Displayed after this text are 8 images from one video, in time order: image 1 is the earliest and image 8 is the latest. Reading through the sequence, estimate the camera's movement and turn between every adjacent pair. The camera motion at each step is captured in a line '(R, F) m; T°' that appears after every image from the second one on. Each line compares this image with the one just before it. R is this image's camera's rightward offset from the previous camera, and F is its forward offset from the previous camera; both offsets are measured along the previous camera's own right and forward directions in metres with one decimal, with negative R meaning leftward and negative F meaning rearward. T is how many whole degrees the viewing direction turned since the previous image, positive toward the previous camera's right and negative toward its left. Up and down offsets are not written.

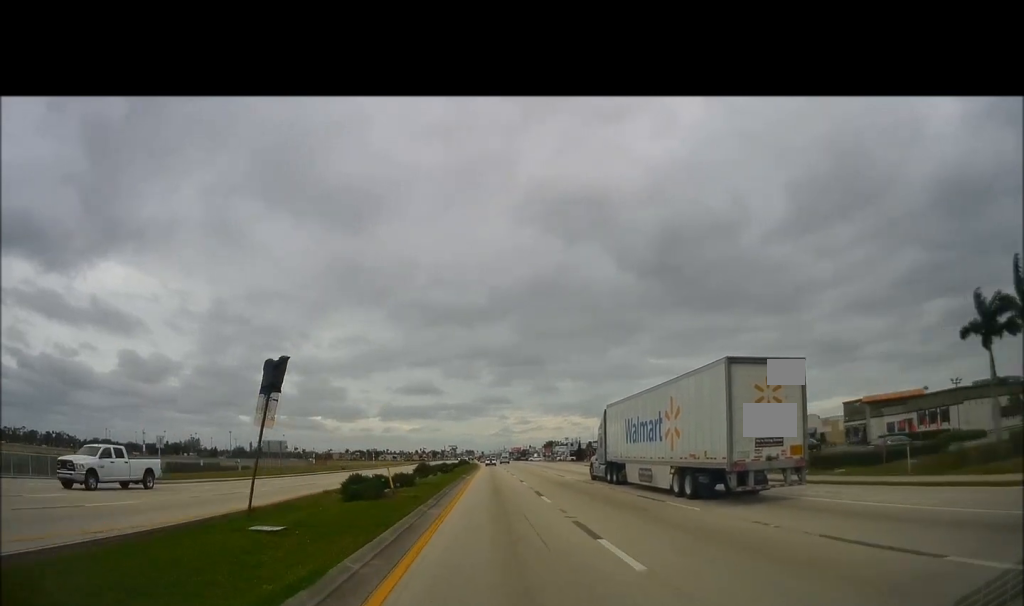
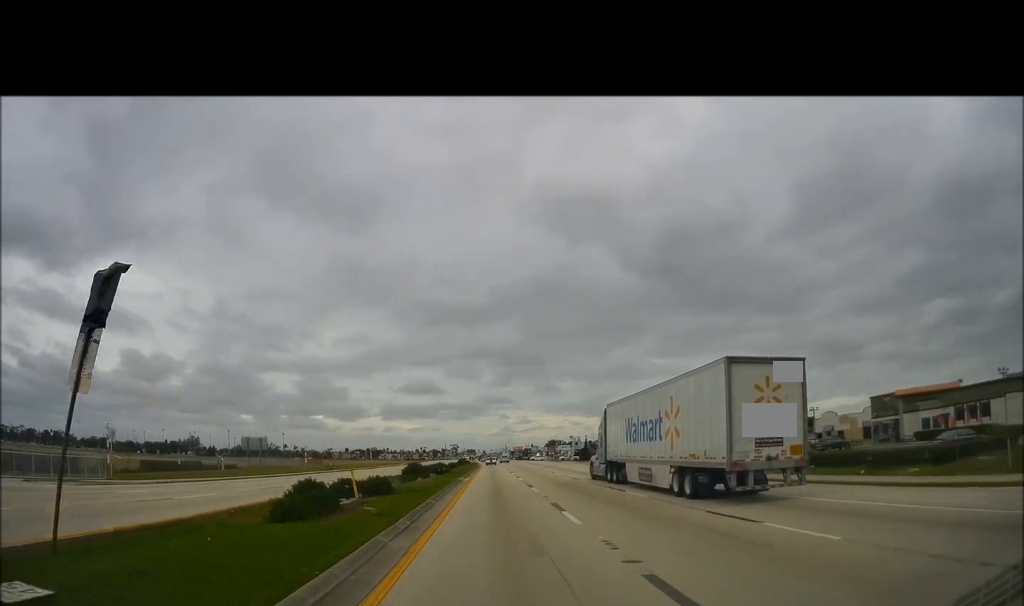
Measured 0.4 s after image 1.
(0.0, +6.6) m; 0°
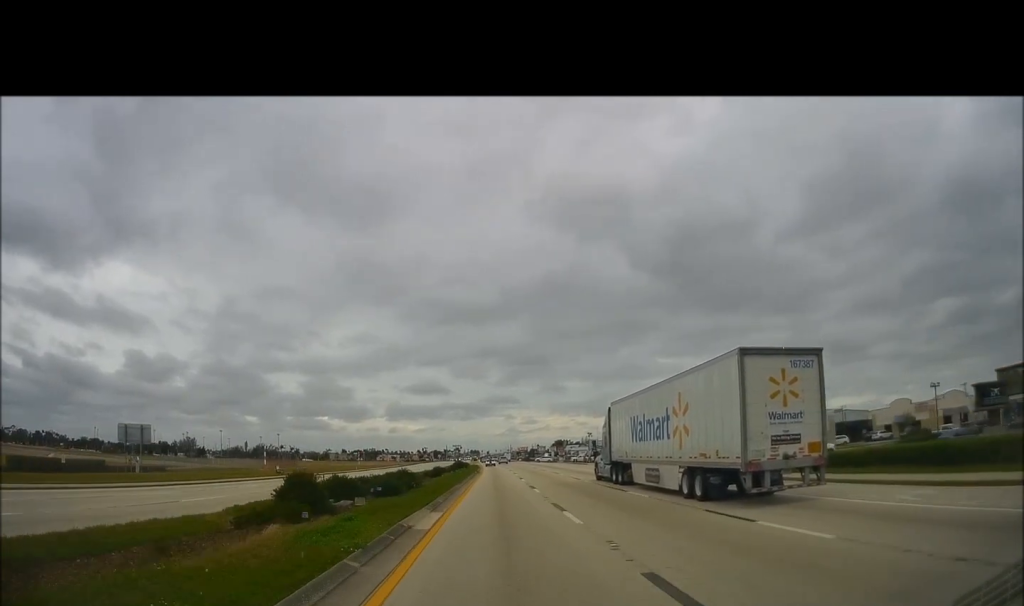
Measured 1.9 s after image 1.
(+0.5, +23.4) m; +2°
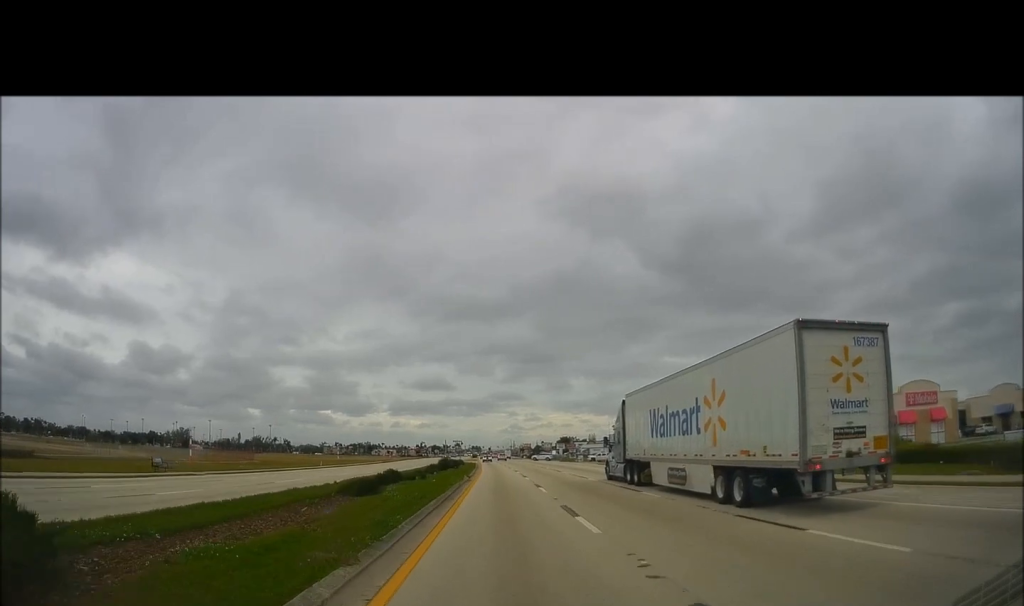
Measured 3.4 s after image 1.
(-0.3, +25.6) m; -2°
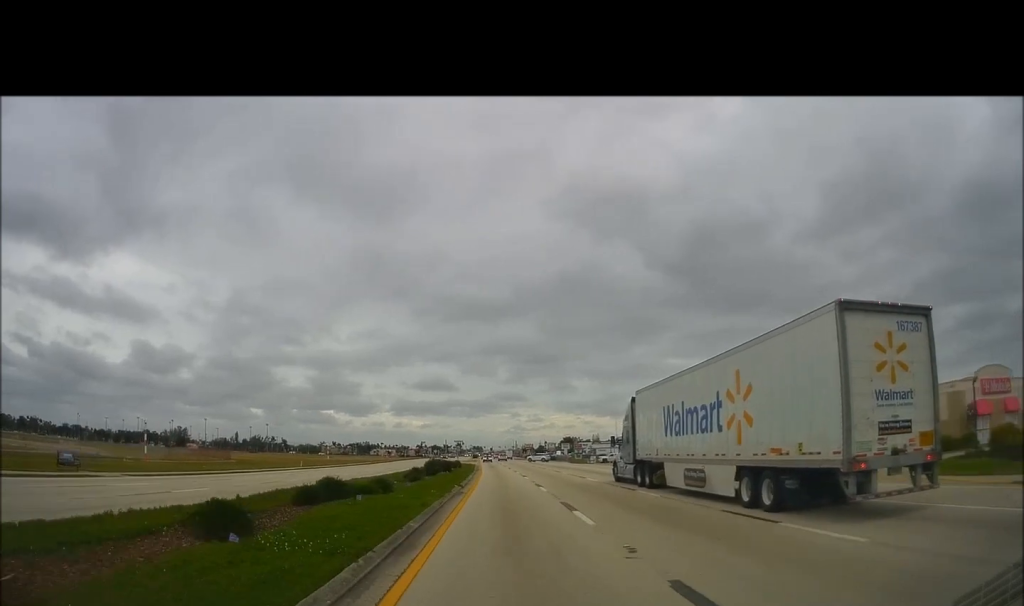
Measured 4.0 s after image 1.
(0.0, +11.1) m; 0°
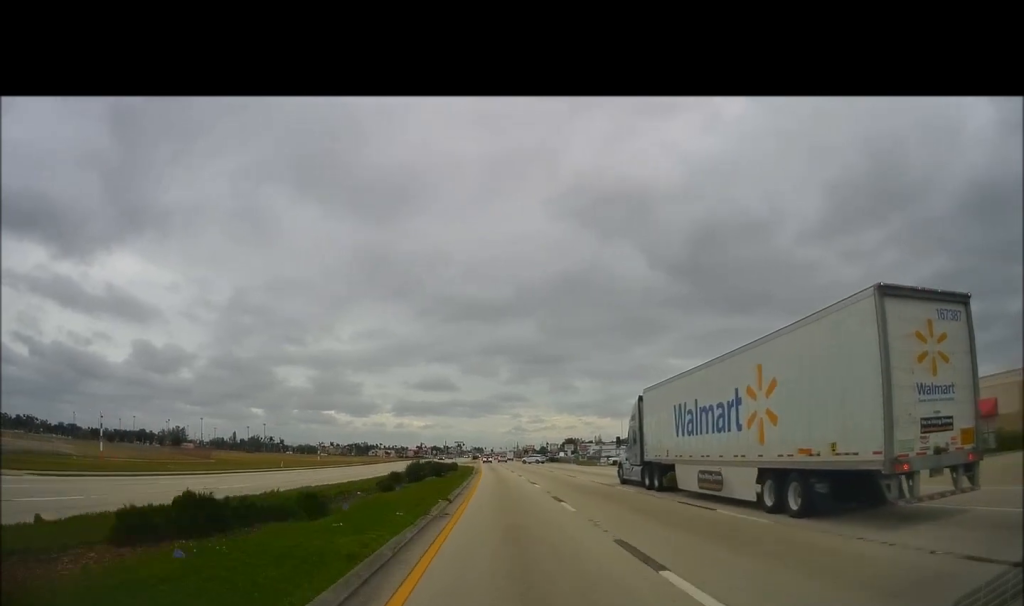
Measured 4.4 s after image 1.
(0.0, +8.6) m; 0°
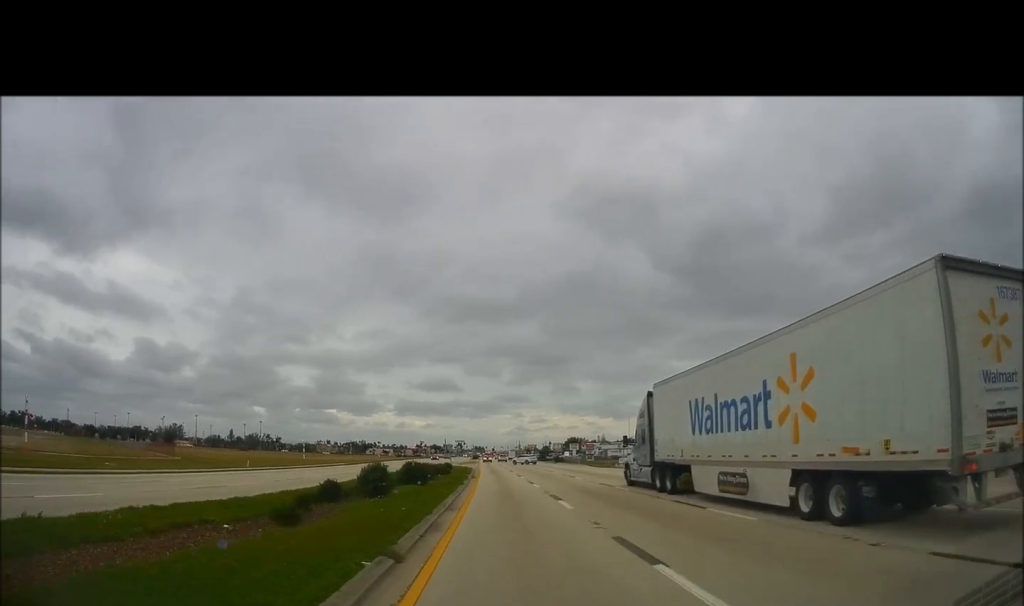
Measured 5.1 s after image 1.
(0.0, +11.7) m; +1°
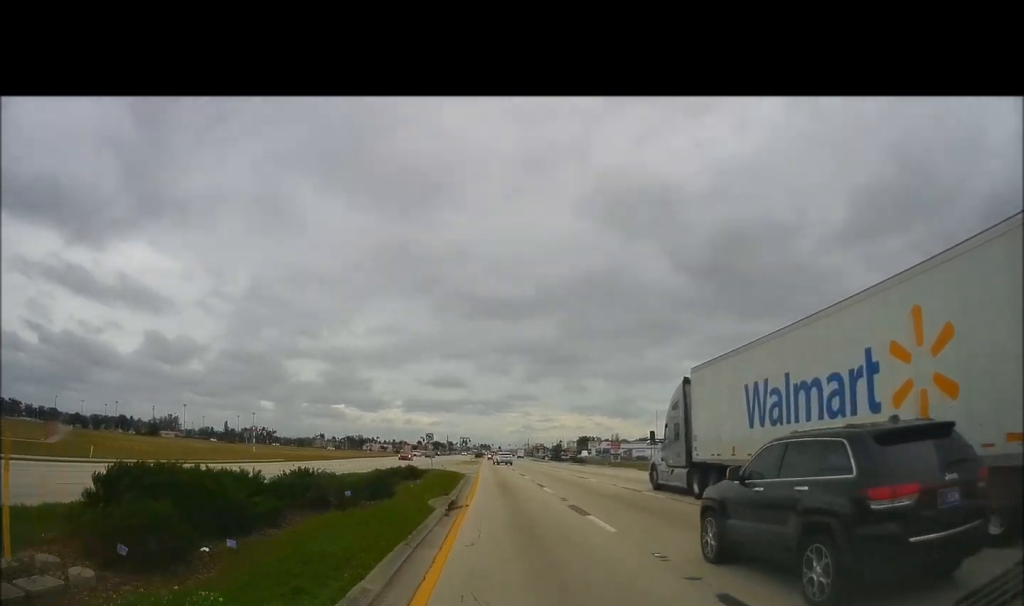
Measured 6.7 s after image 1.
(+0.1, +30.4) m; -2°
